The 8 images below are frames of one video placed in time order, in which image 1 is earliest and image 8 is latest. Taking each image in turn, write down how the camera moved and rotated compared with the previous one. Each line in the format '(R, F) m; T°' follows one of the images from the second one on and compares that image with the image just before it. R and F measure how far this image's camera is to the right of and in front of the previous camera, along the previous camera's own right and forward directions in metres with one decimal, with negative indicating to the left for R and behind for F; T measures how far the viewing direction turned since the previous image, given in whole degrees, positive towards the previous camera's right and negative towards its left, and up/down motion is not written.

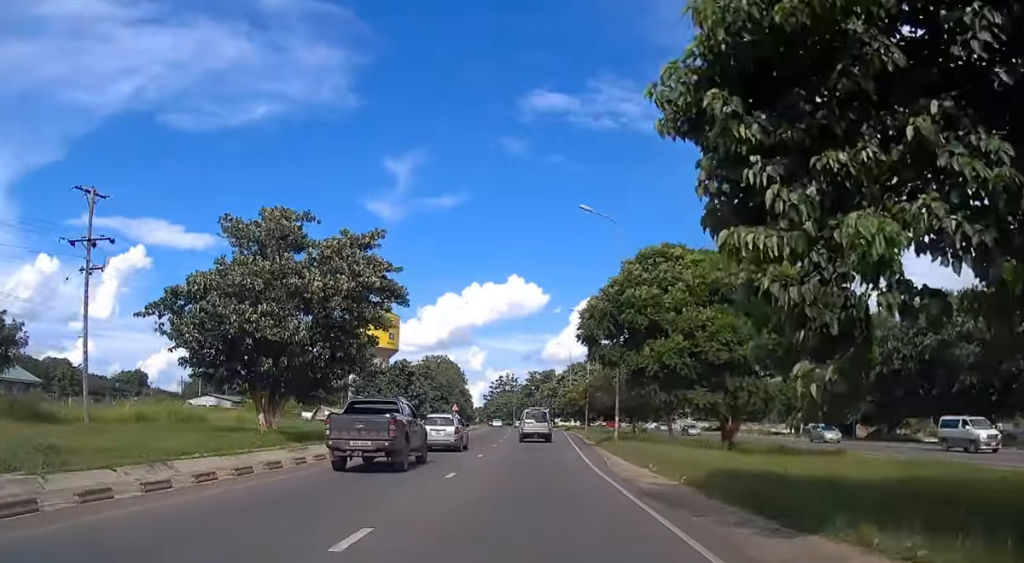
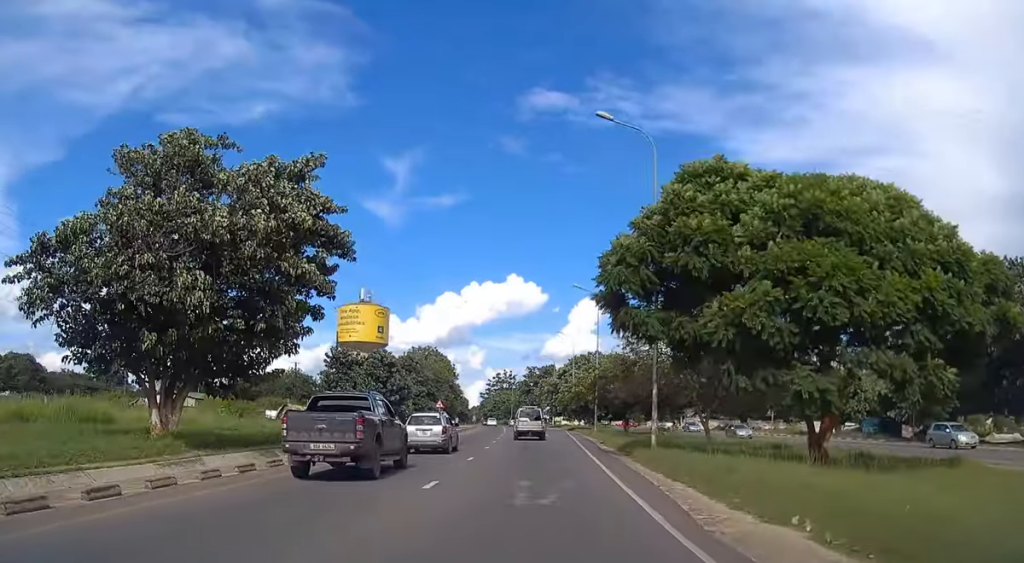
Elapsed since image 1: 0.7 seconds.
(0.0, +11.9) m; 0°
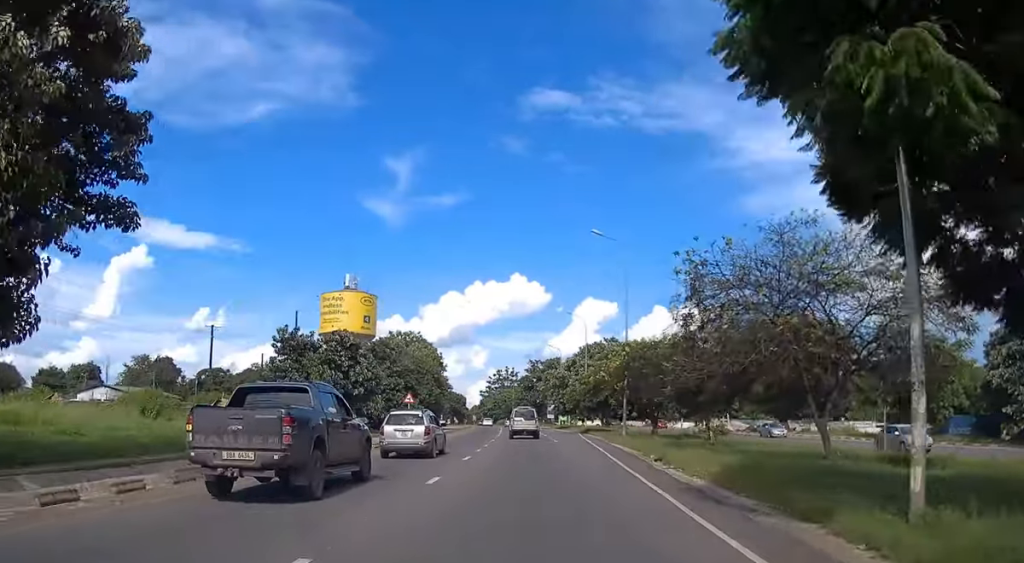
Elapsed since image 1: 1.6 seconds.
(-0.1, +17.3) m; 0°
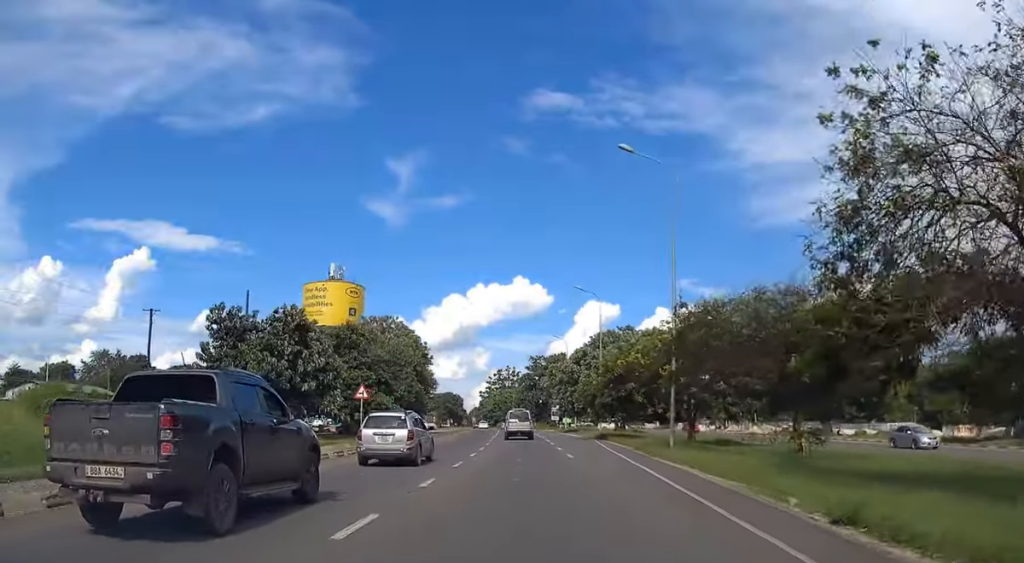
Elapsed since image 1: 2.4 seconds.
(+0.1, +13.9) m; +1°
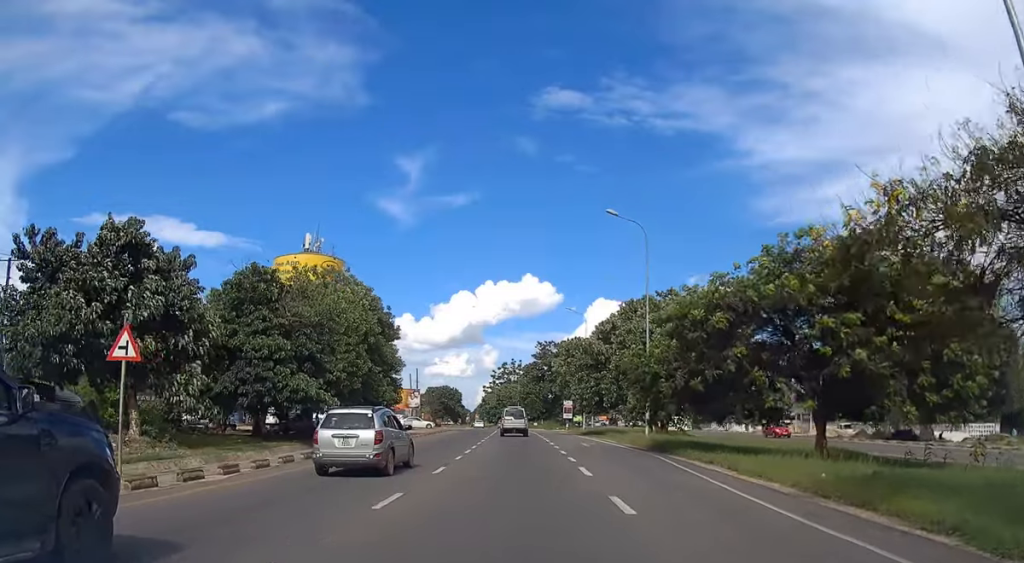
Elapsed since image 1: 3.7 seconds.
(0.0, +21.5) m; -1°
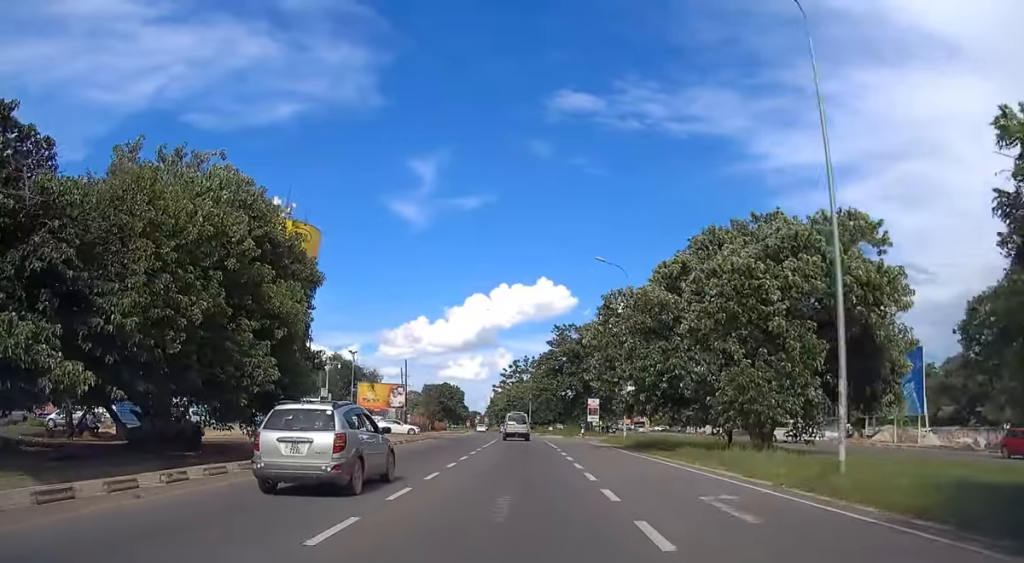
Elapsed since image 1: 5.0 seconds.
(-0.3, +23.1) m; -1°
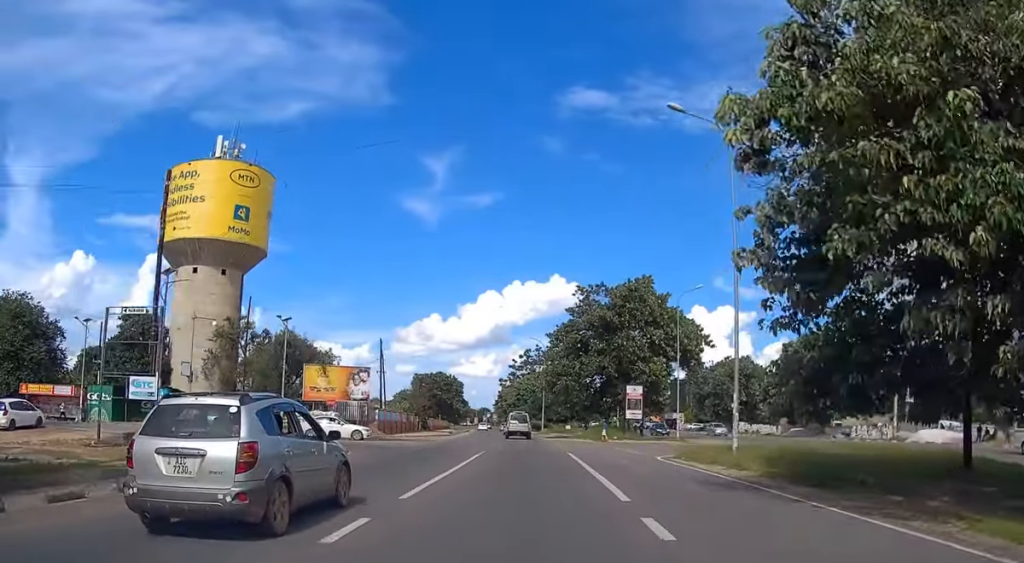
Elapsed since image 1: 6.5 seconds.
(-0.3, +24.3) m; -1°
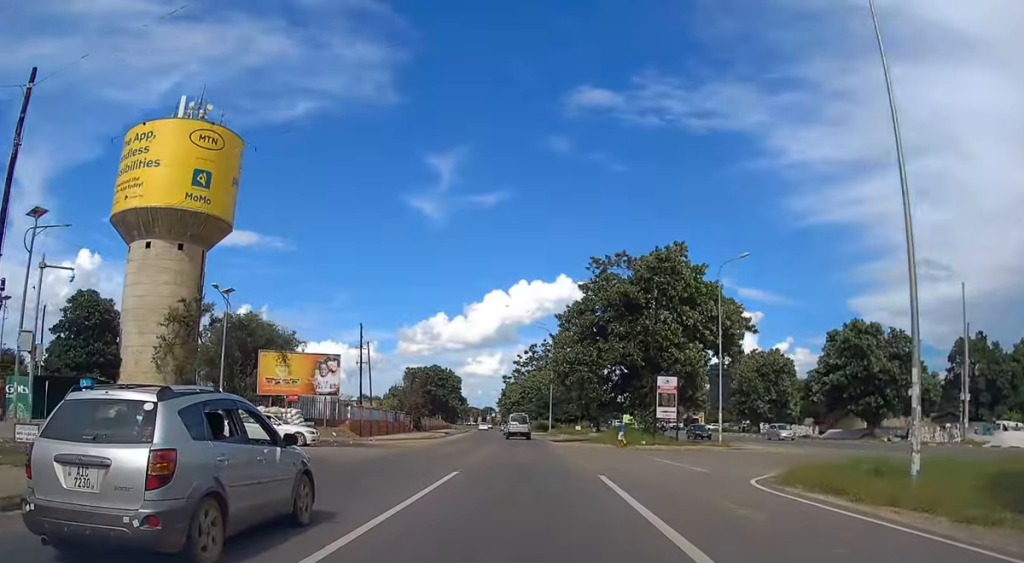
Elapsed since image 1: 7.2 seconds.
(0.0, +11.6) m; 0°
